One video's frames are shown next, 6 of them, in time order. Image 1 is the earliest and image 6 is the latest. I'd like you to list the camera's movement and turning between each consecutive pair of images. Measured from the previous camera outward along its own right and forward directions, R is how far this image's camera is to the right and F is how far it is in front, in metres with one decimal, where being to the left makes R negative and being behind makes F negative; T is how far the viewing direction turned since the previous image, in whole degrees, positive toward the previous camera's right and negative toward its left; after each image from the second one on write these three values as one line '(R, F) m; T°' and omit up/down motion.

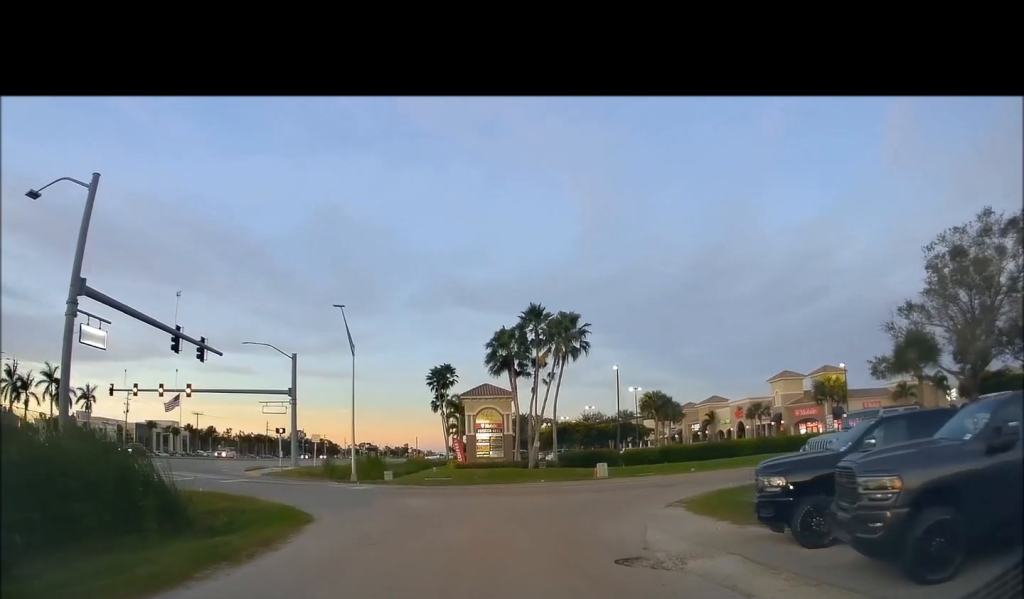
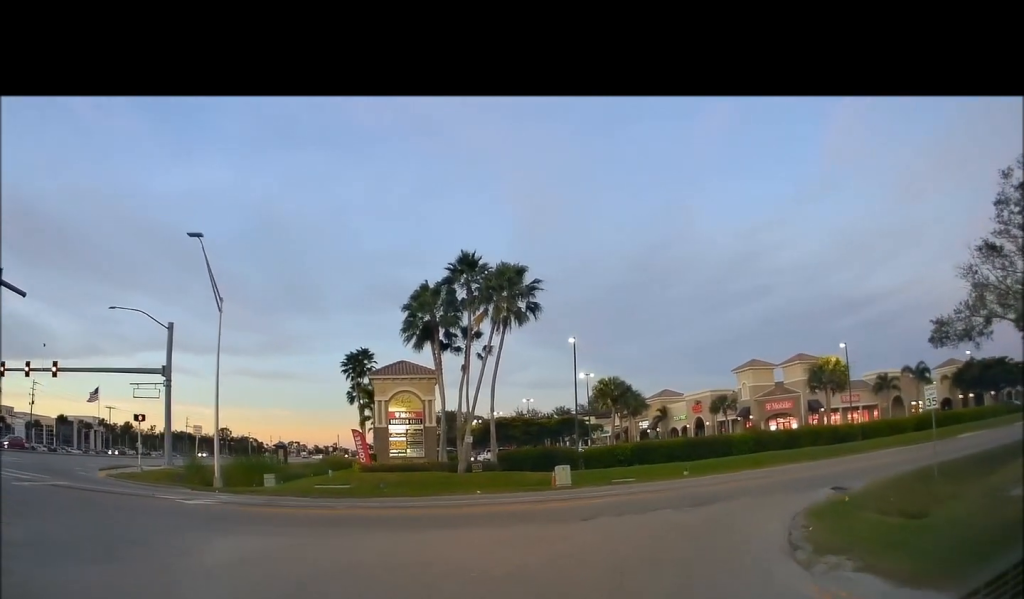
(-0.5, +13.0) m; +5°
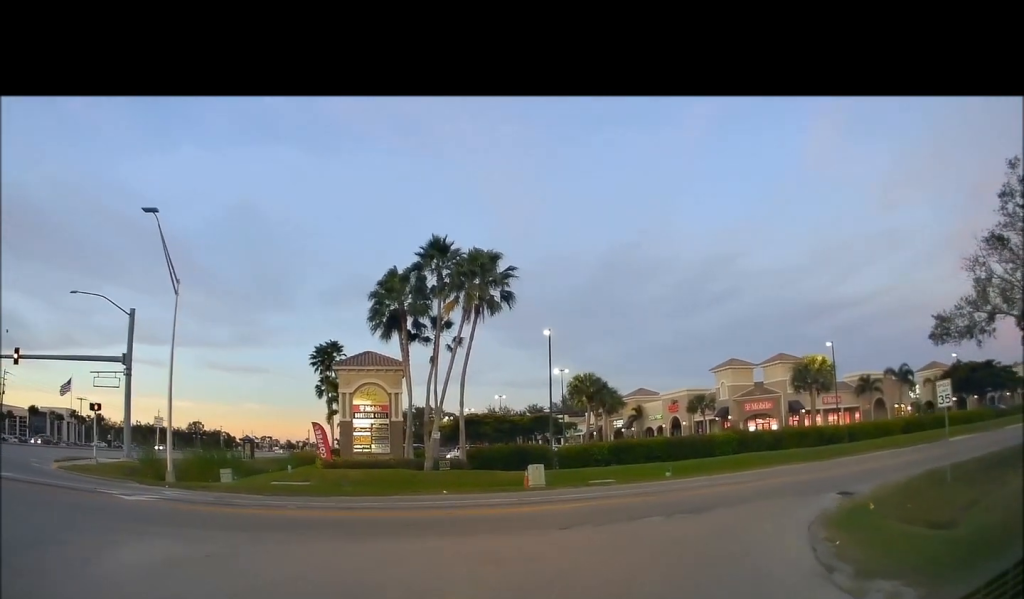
(+0.2, +2.3) m; +5°
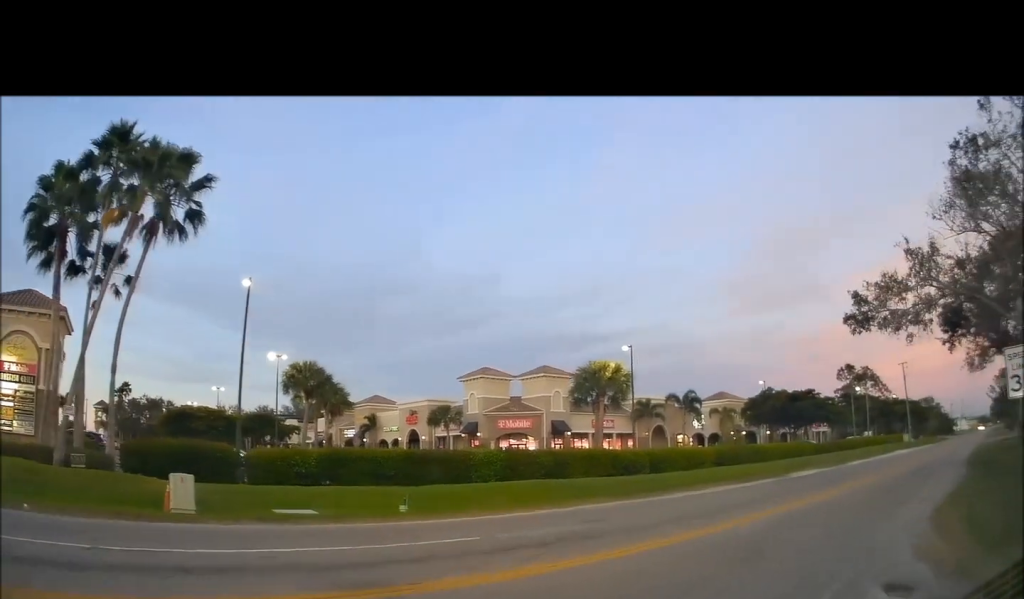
(+1.6, +10.7) m; +23°
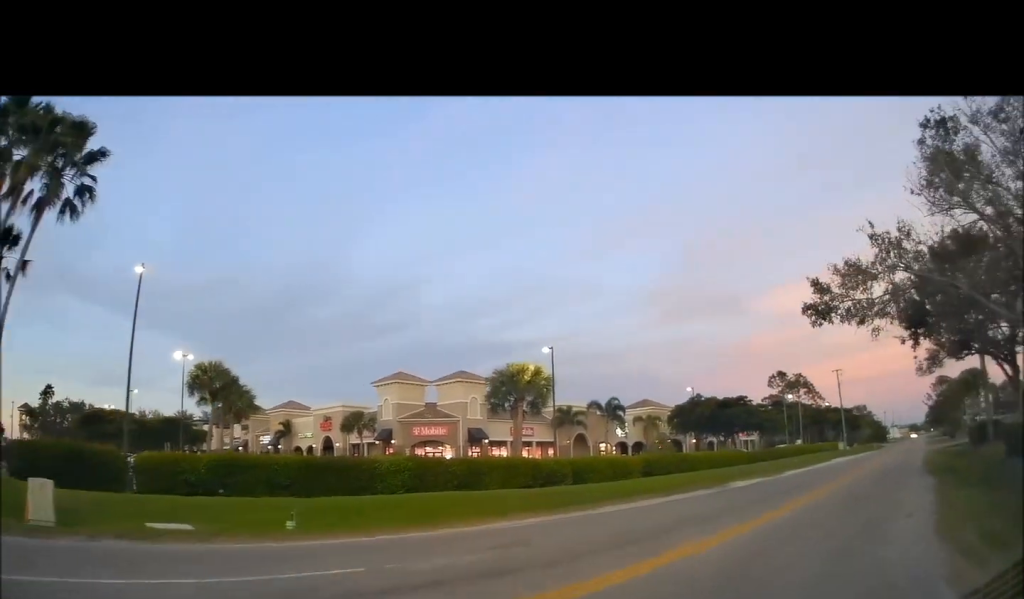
(-0.2, +2.4) m; +9°
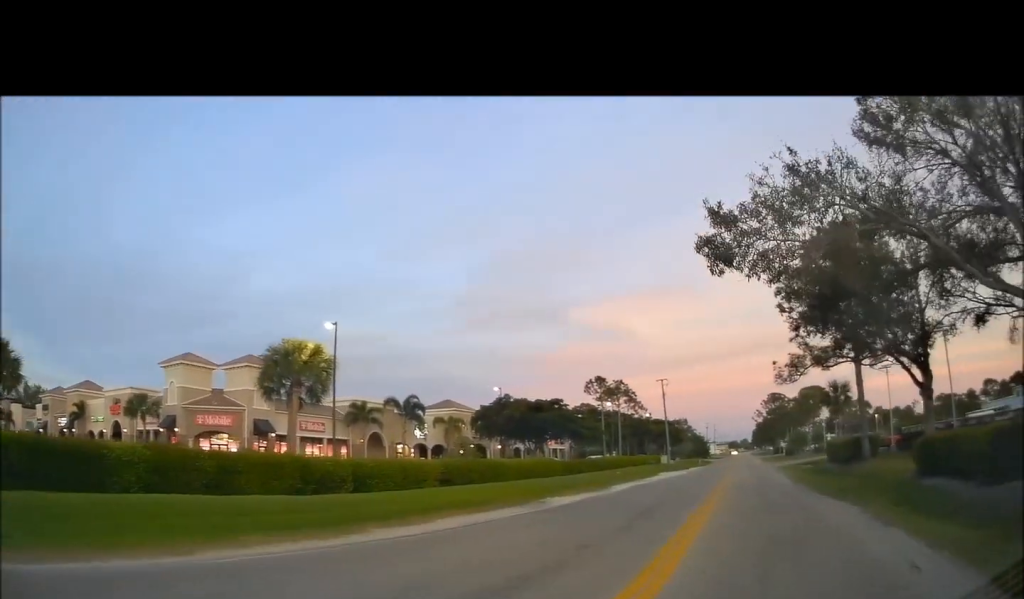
(+1.3, +5.6) m; +20°
